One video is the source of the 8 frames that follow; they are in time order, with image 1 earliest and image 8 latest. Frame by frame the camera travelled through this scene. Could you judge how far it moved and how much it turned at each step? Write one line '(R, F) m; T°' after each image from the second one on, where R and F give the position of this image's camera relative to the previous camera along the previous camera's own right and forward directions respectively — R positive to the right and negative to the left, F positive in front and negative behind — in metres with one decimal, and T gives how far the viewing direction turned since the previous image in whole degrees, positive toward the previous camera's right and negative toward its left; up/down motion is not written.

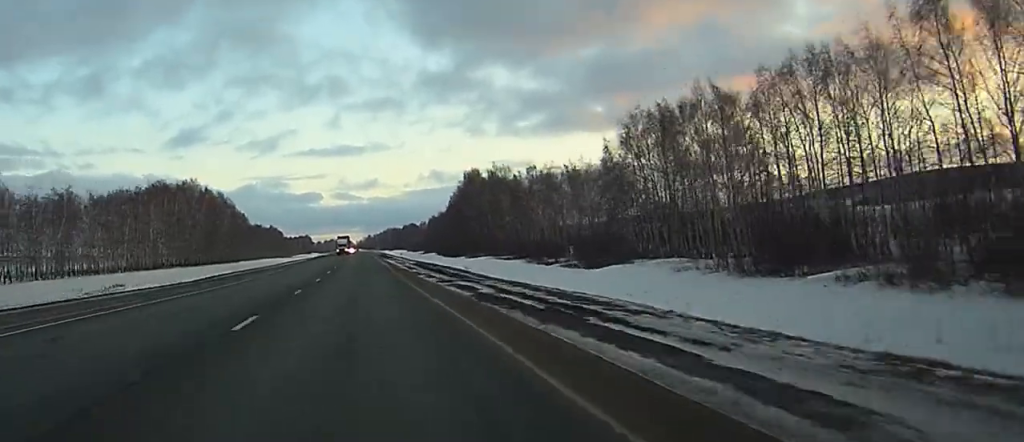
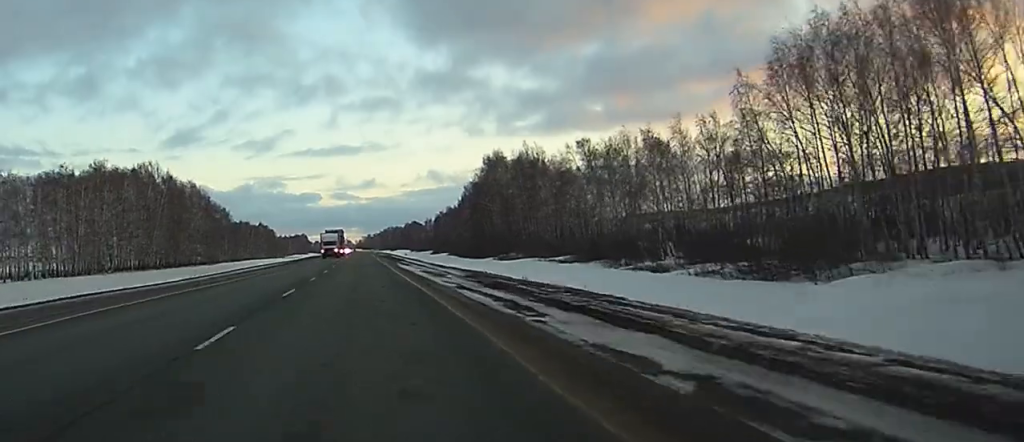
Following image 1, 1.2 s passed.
(0.0, +39.0) m; 0°
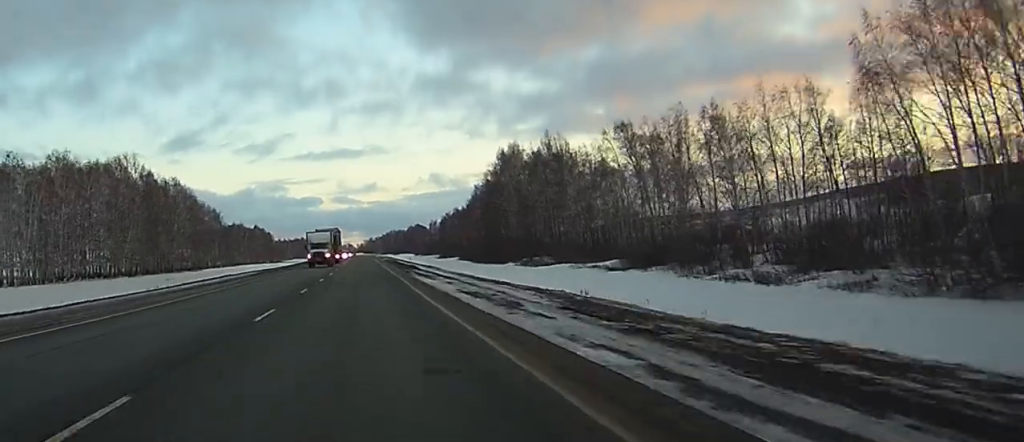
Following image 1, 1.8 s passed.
(0.0, +18.4) m; 0°
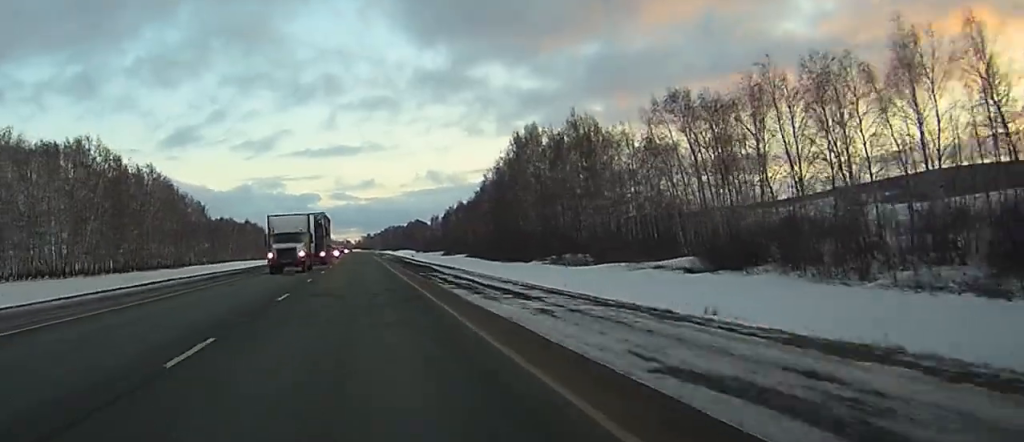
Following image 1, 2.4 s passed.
(0.0, +19.4) m; 0°
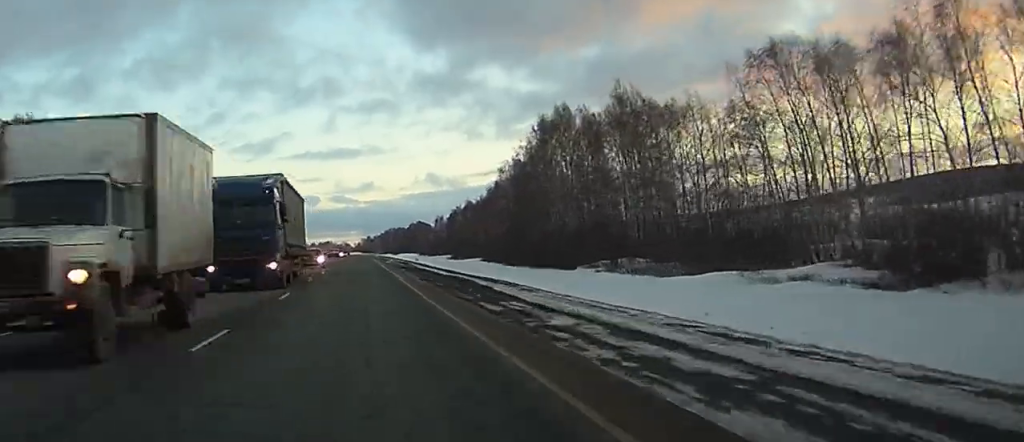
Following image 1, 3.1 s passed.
(0.0, +22.6) m; 0°
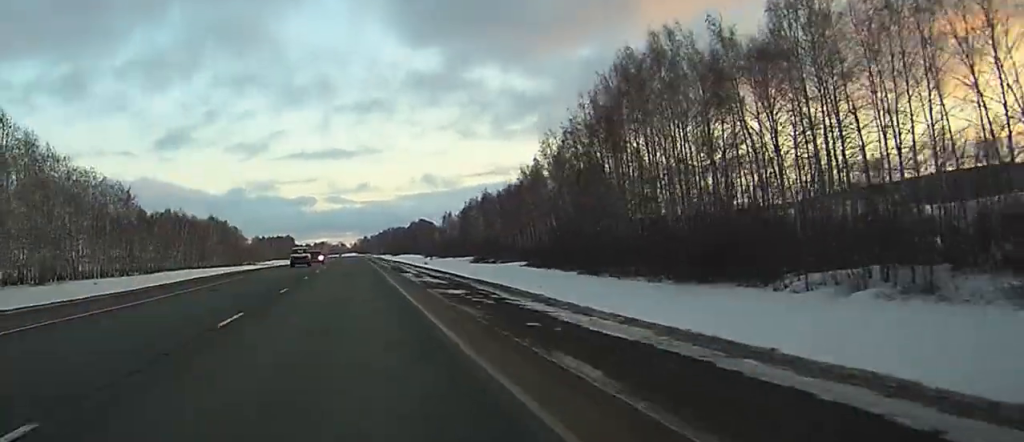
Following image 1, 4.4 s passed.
(+0.1, +43.9) m; 0°
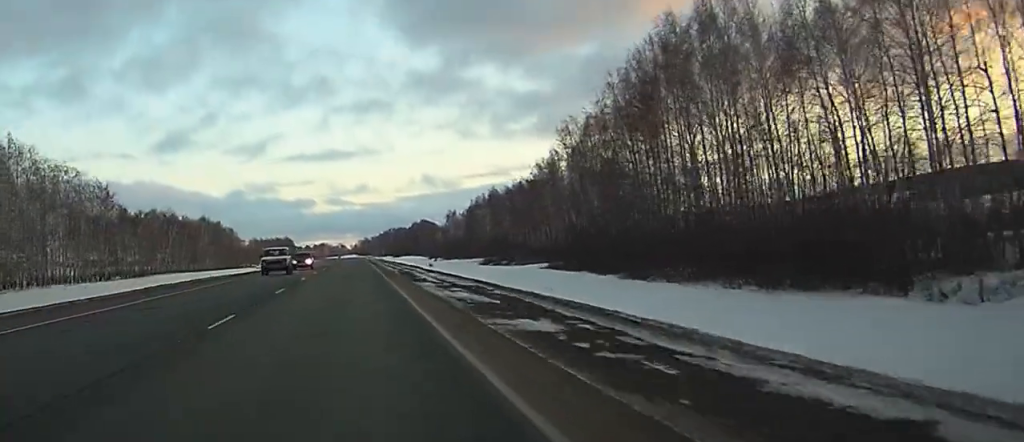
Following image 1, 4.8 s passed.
(0.0, +12.8) m; 0°
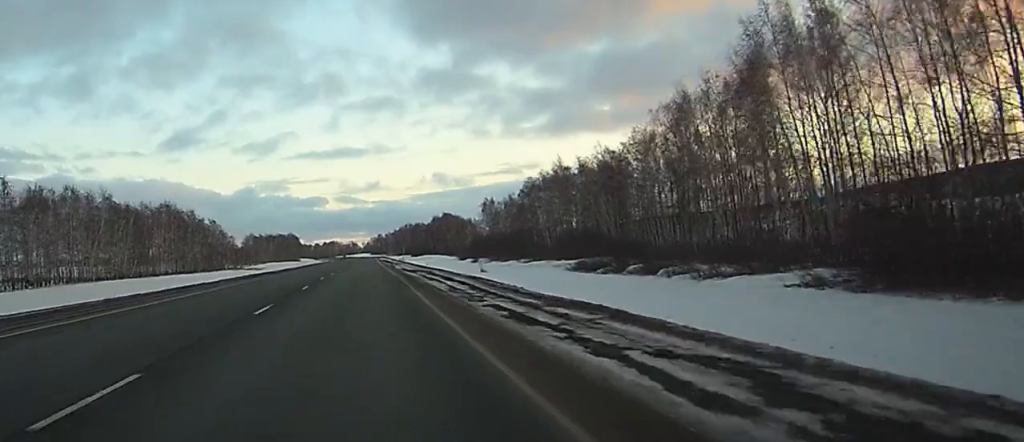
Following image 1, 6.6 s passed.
(-0.1, +56.3) m; 0°
